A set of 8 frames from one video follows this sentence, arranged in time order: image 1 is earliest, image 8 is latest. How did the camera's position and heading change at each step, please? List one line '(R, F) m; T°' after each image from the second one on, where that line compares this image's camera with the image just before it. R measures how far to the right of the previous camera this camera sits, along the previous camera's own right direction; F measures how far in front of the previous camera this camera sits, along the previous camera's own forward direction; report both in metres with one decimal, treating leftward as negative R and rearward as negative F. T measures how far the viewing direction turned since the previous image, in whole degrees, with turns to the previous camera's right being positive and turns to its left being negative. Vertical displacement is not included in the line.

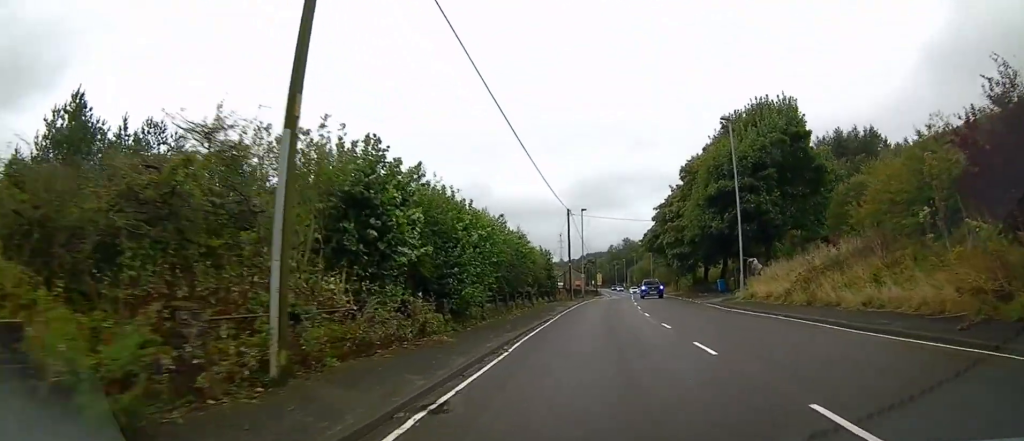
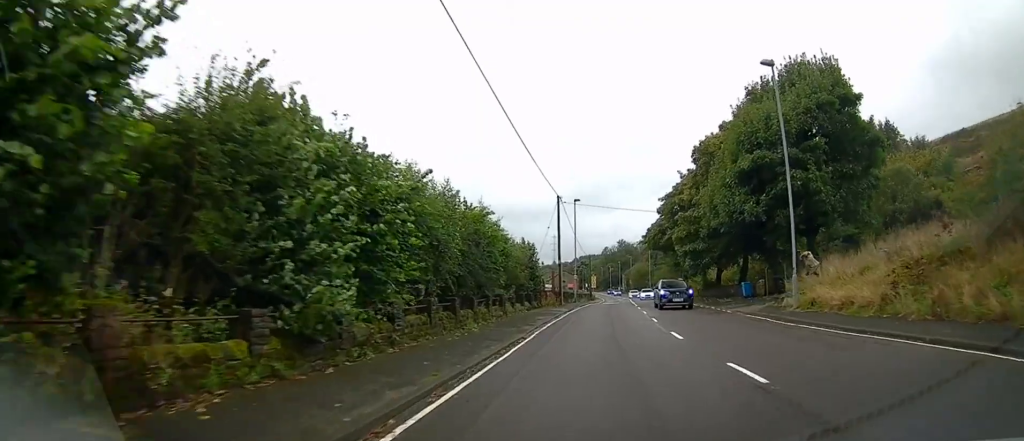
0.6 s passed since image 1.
(+0.1, +9.2) m; +1°
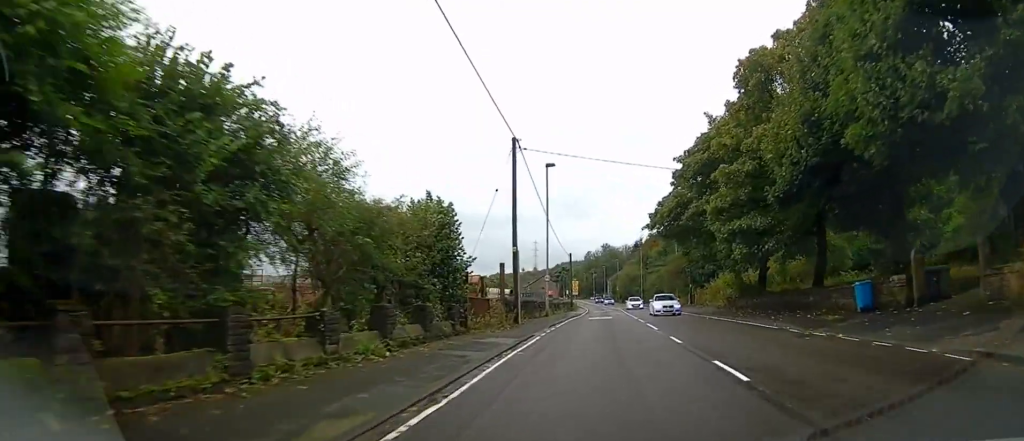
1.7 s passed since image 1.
(+0.2, +18.2) m; +2°
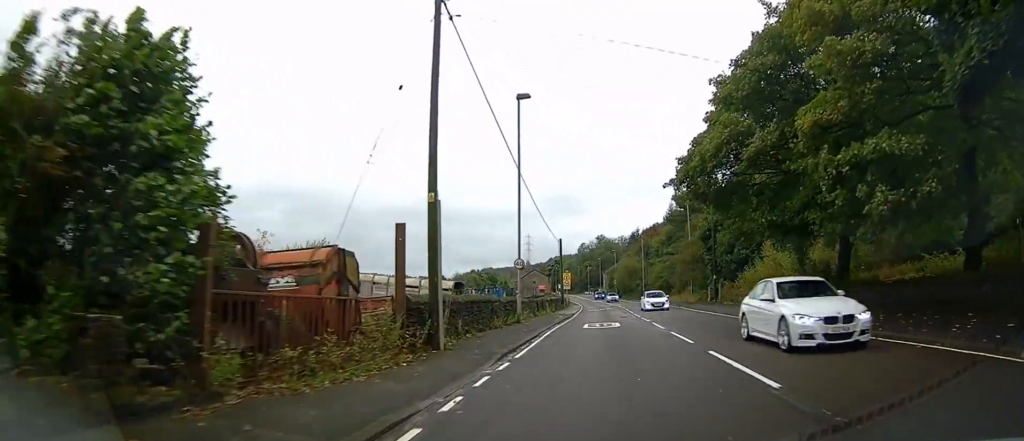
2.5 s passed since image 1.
(+0.2, +13.0) m; +1°
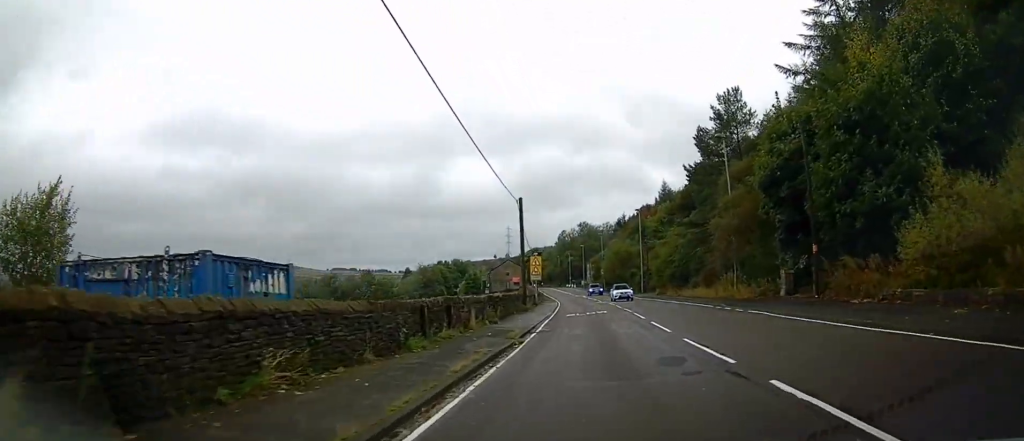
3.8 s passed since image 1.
(+0.2, +22.1) m; +1°
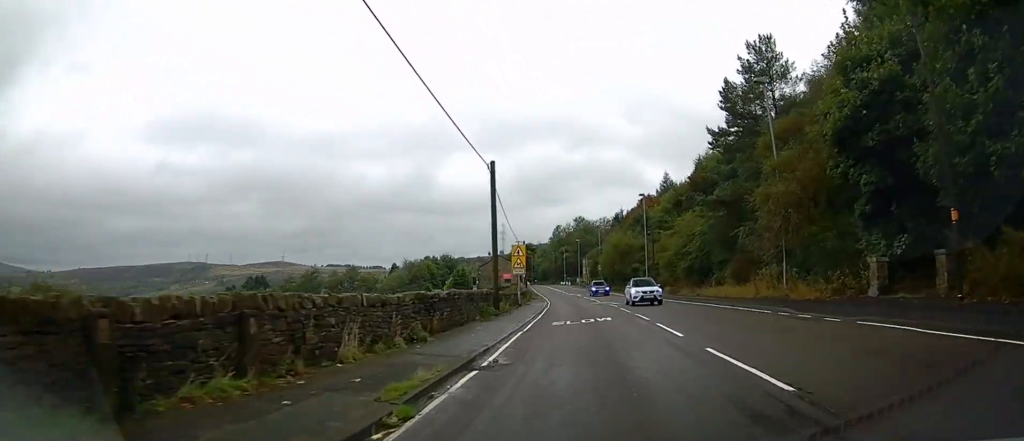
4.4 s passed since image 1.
(+0.1, +9.6) m; 0°
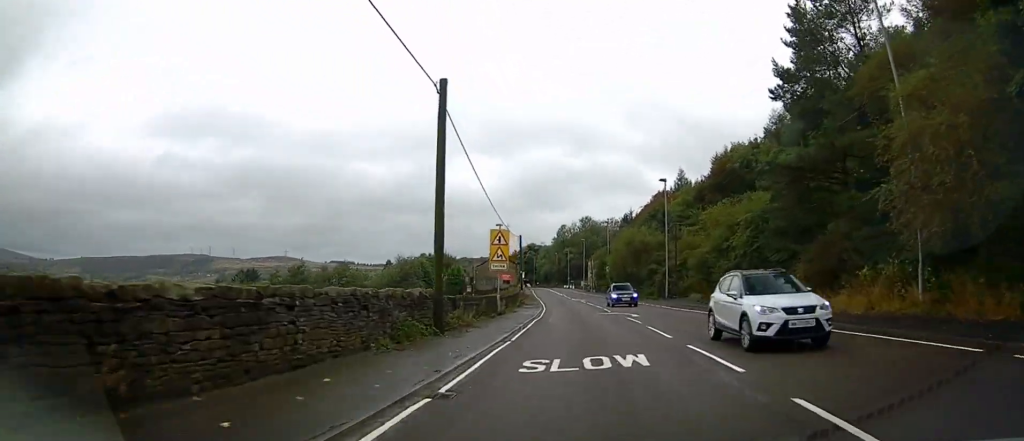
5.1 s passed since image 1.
(+0.1, +11.3) m; 0°
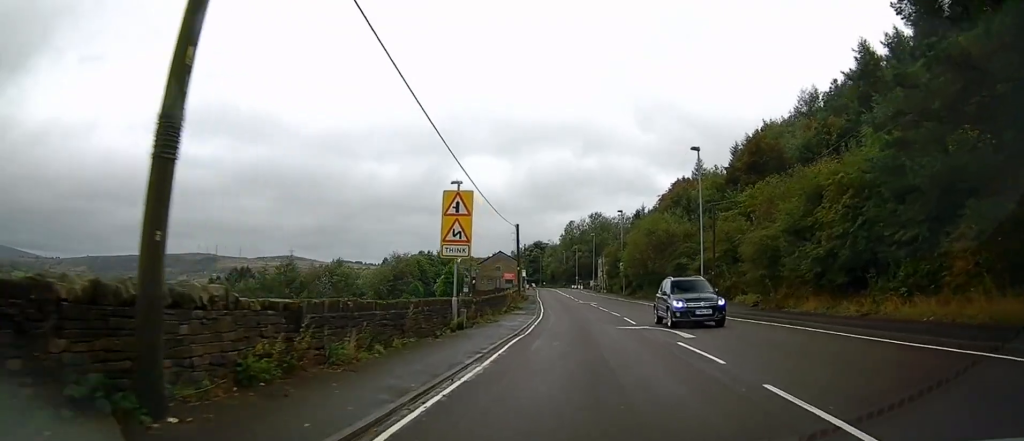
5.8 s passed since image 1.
(0.0, +10.7) m; -1°
